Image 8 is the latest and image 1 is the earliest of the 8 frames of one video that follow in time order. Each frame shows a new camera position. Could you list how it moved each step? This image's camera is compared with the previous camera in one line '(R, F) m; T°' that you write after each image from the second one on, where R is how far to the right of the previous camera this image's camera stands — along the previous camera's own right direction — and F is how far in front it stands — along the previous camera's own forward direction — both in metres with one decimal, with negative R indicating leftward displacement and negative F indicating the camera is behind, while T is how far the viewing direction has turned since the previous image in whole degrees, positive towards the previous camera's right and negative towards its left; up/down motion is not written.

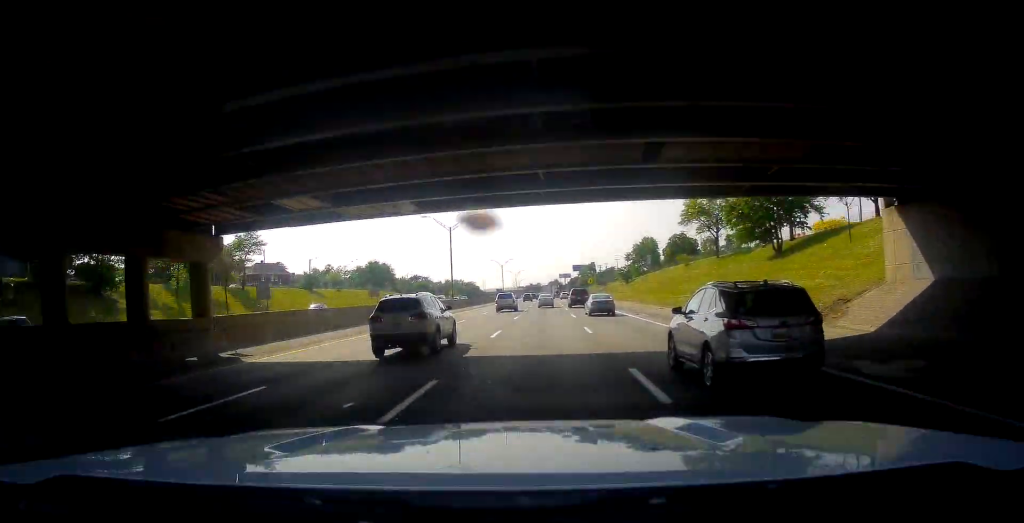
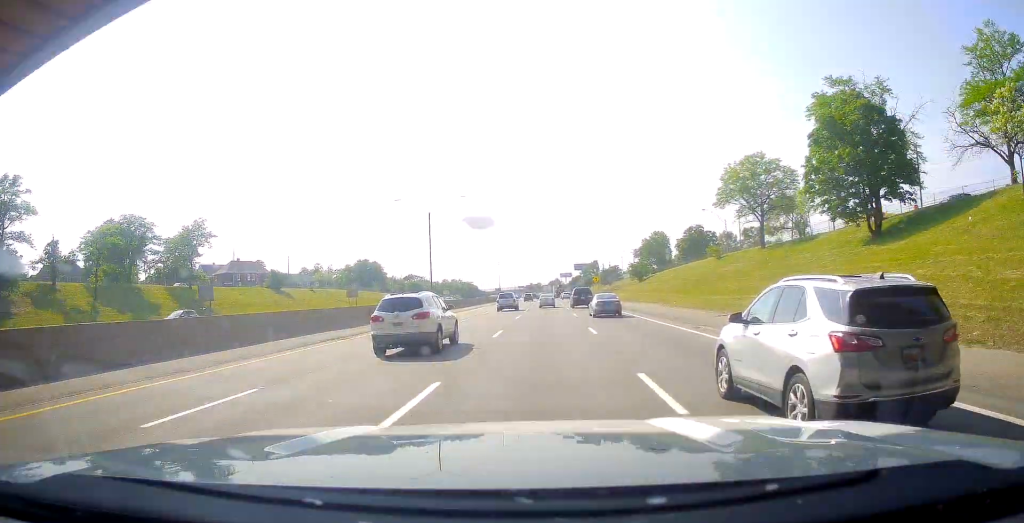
(-0.4, +15.3) m; 0°
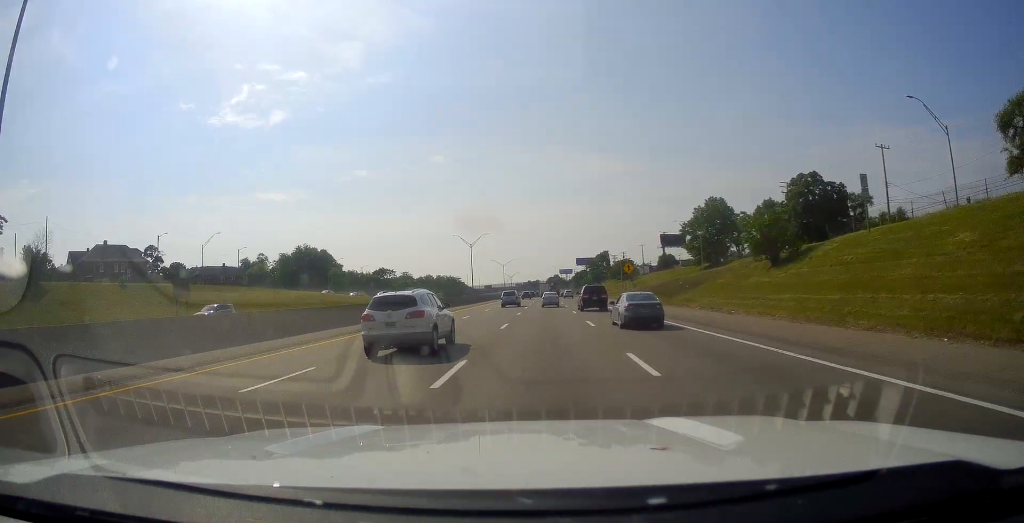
(+1.4, +57.4) m; +1°
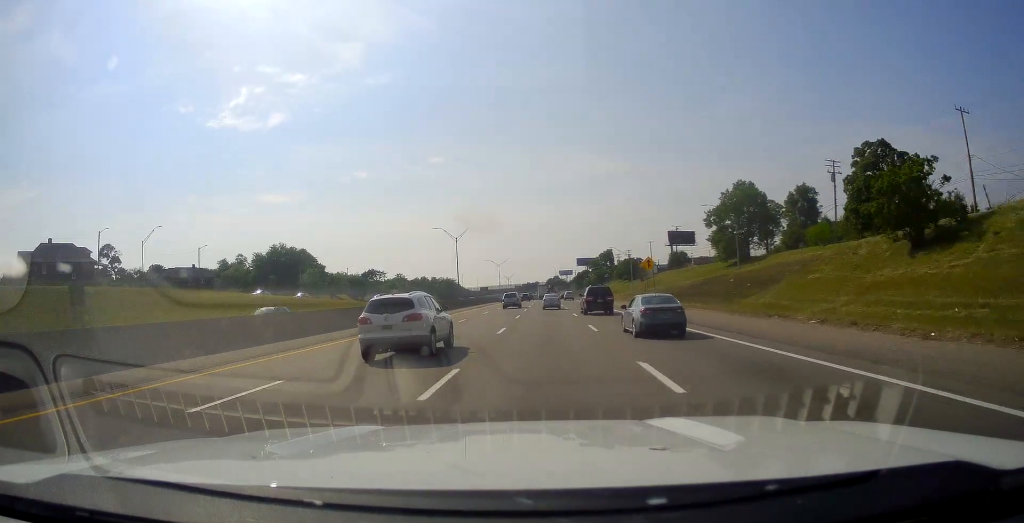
(0.0, +16.9) m; 0°
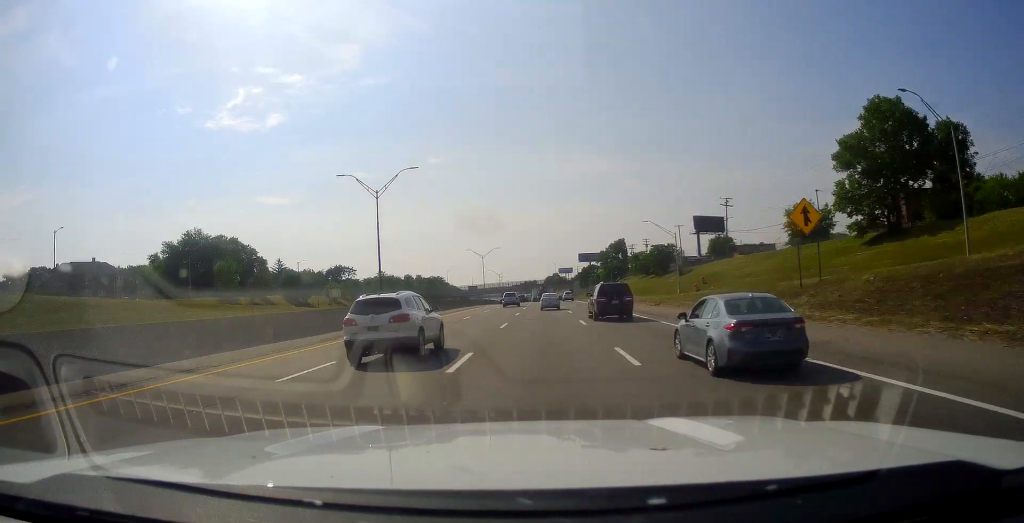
(-0.3, +42.5) m; 0°
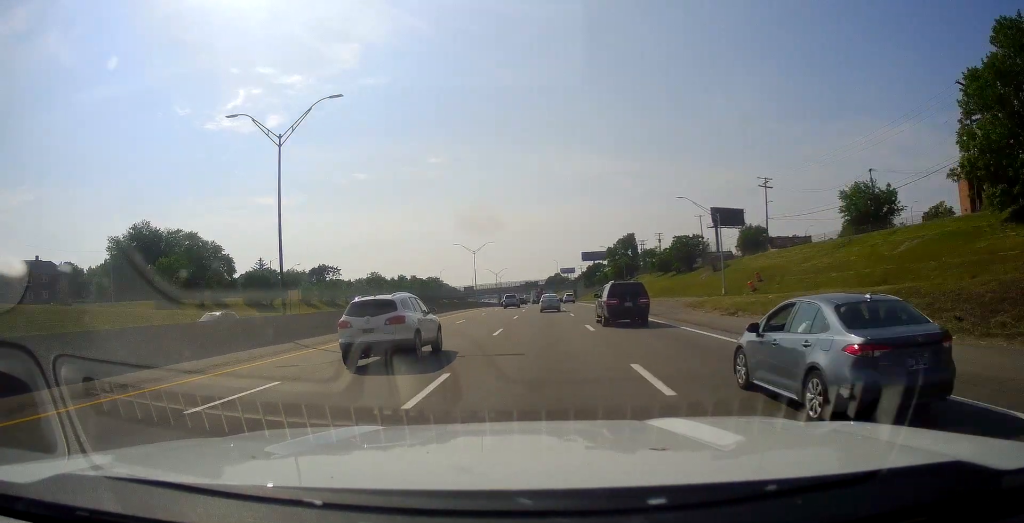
(0.0, +19.1) m; 0°
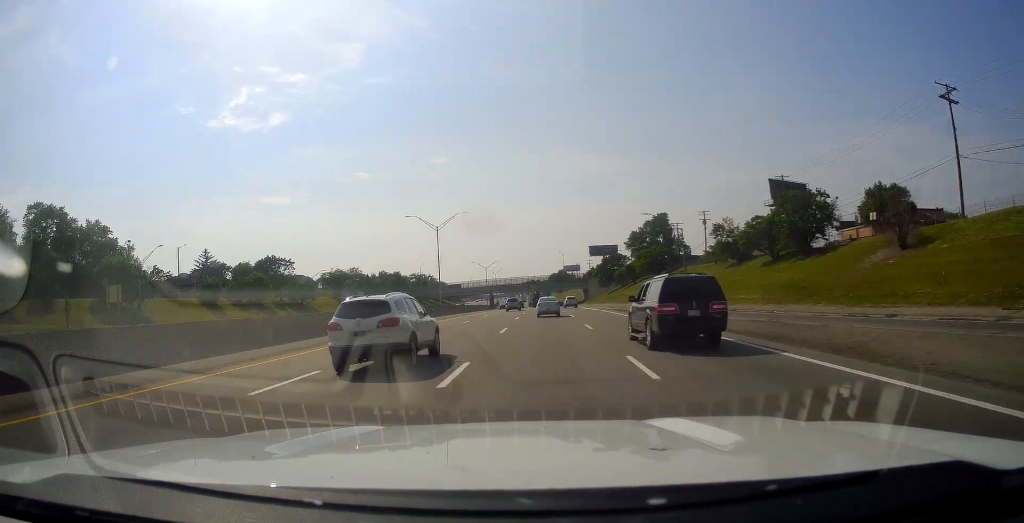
(-0.1, +43.4) m; -1°
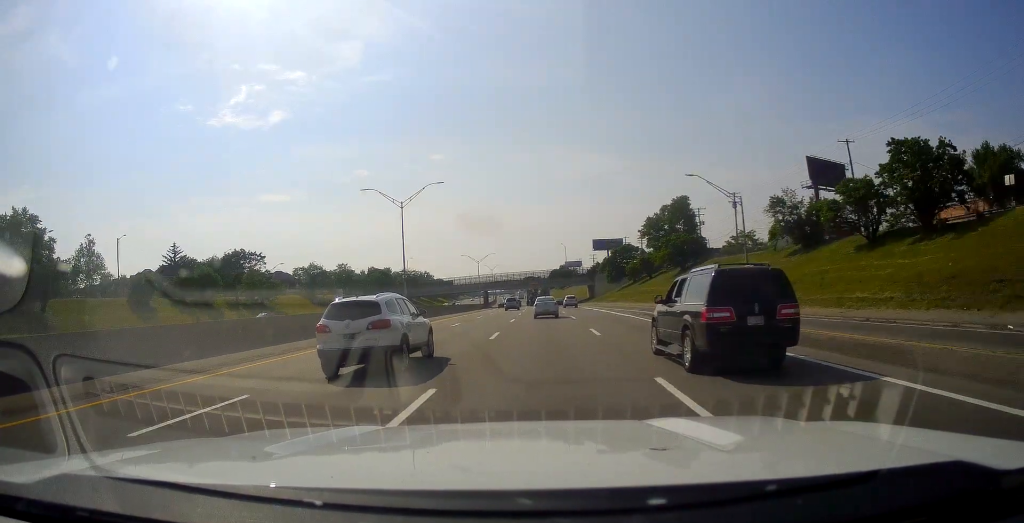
(-0.1, +19.1) m; -1°
